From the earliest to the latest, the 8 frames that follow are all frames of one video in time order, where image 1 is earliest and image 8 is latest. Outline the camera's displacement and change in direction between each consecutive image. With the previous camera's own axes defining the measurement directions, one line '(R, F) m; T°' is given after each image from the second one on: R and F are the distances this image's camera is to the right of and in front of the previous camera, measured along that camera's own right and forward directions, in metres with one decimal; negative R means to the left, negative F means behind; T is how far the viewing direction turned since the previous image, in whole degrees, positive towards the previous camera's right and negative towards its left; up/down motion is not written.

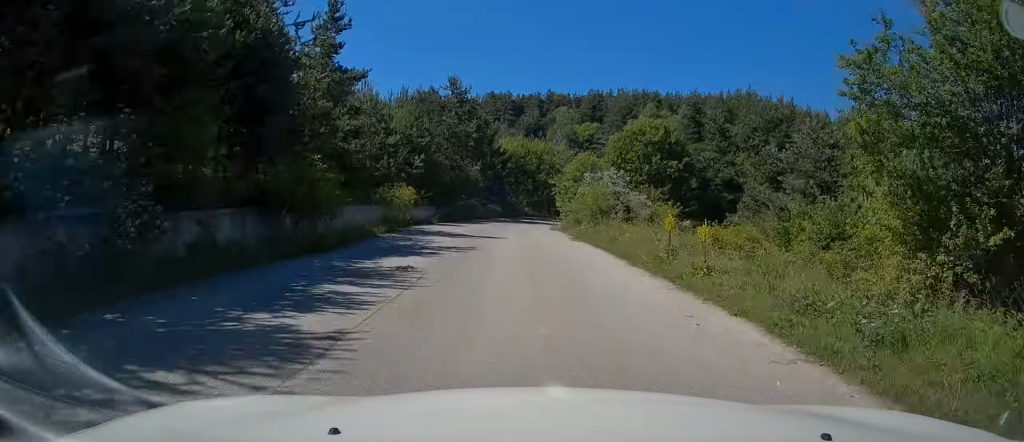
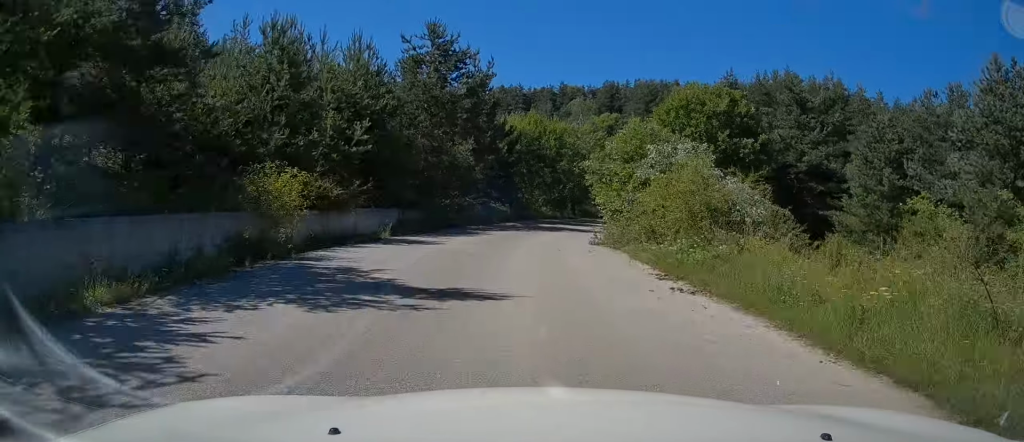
(-0.6, +13.9) m; -2°
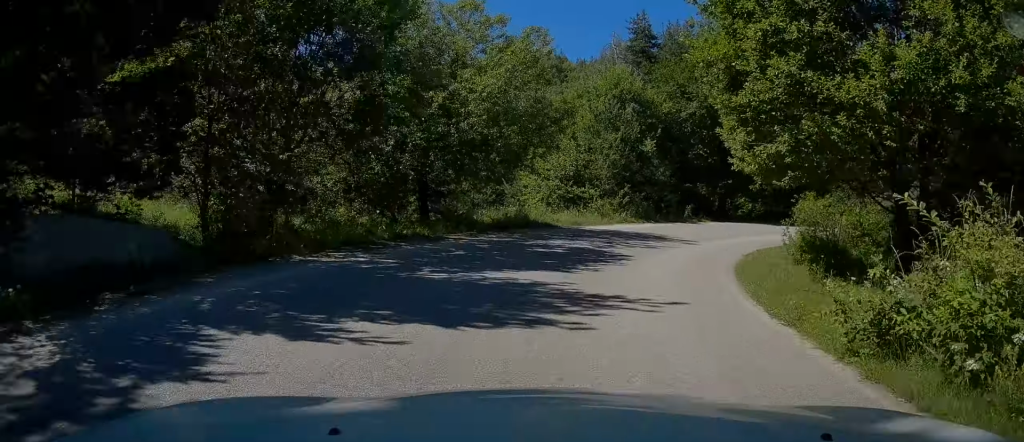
(+1.3, +29.3) m; +14°
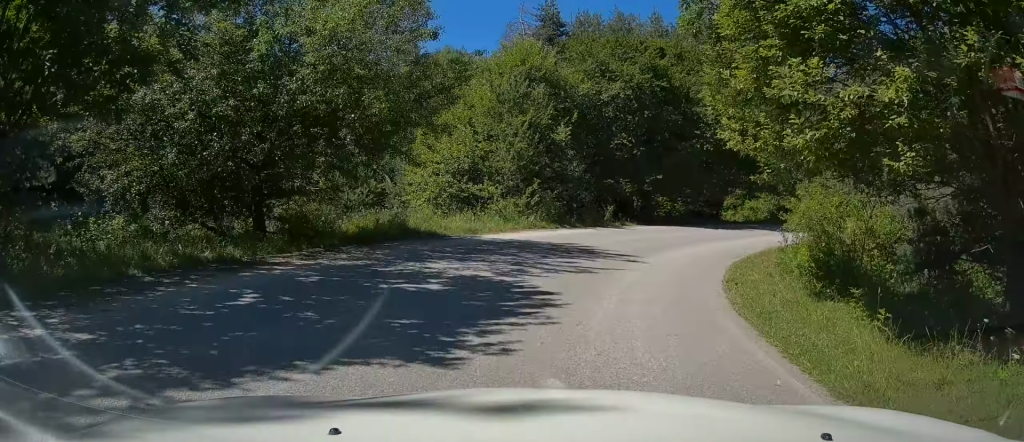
(+0.6, +5.4) m; +10°
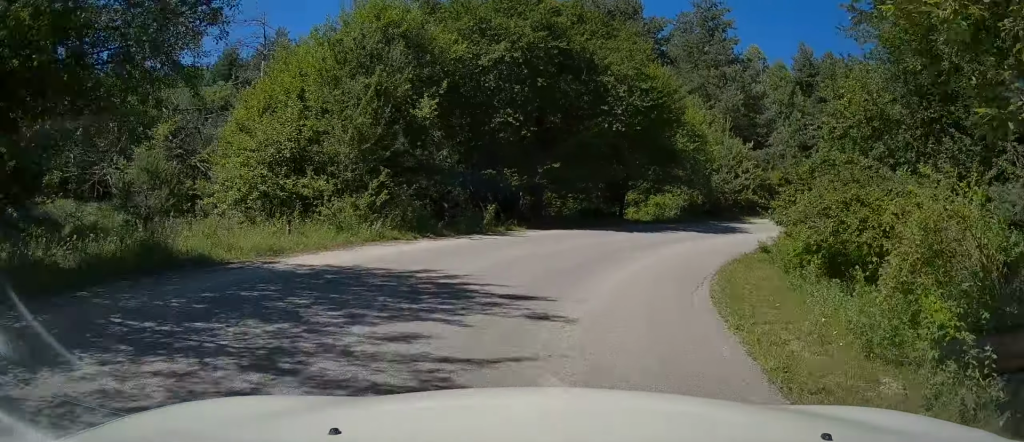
(+0.6, +6.4) m; +14°
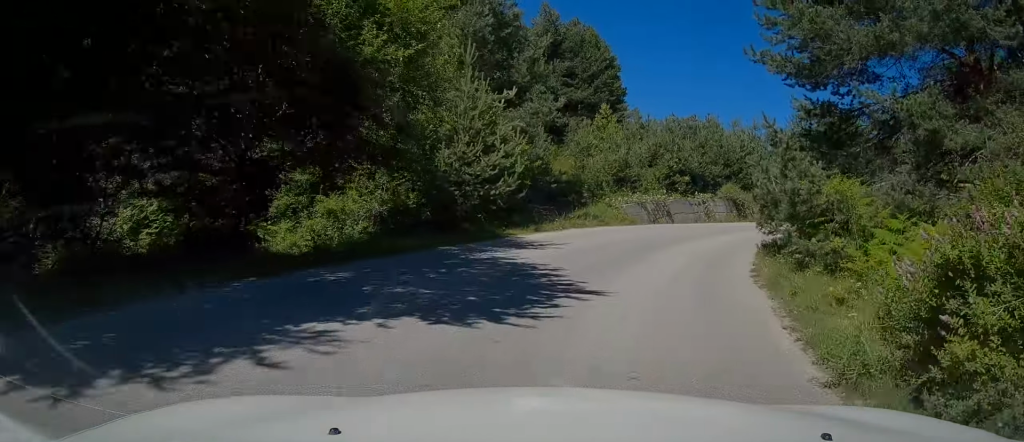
(+4.9, +15.9) m; +29°
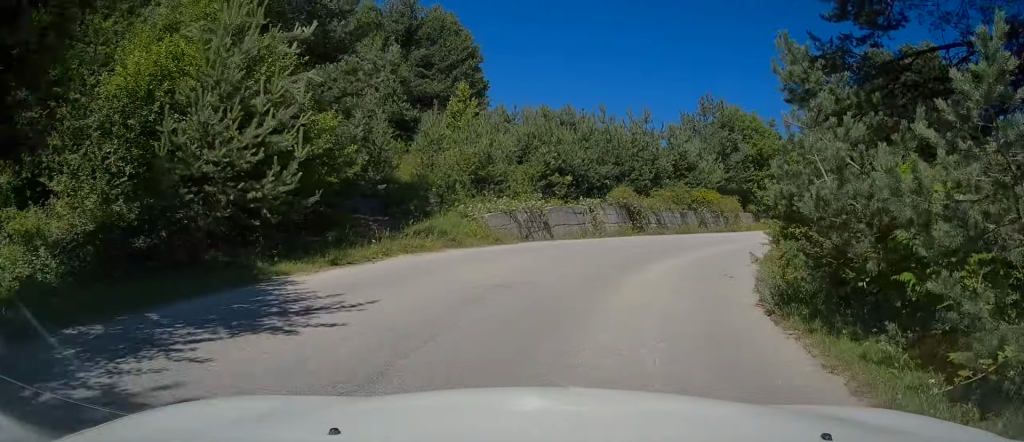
(+0.5, +7.4) m; +11°
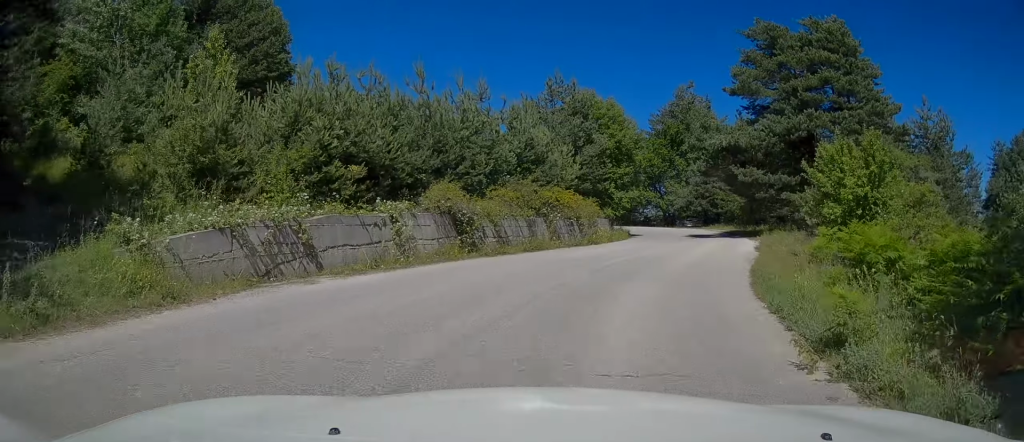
(+0.8, +8.6) m; +13°
